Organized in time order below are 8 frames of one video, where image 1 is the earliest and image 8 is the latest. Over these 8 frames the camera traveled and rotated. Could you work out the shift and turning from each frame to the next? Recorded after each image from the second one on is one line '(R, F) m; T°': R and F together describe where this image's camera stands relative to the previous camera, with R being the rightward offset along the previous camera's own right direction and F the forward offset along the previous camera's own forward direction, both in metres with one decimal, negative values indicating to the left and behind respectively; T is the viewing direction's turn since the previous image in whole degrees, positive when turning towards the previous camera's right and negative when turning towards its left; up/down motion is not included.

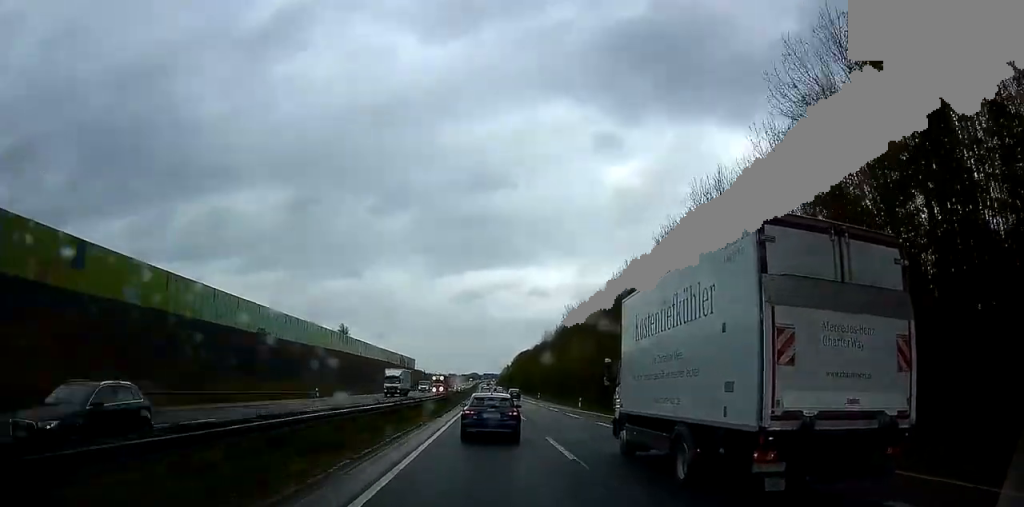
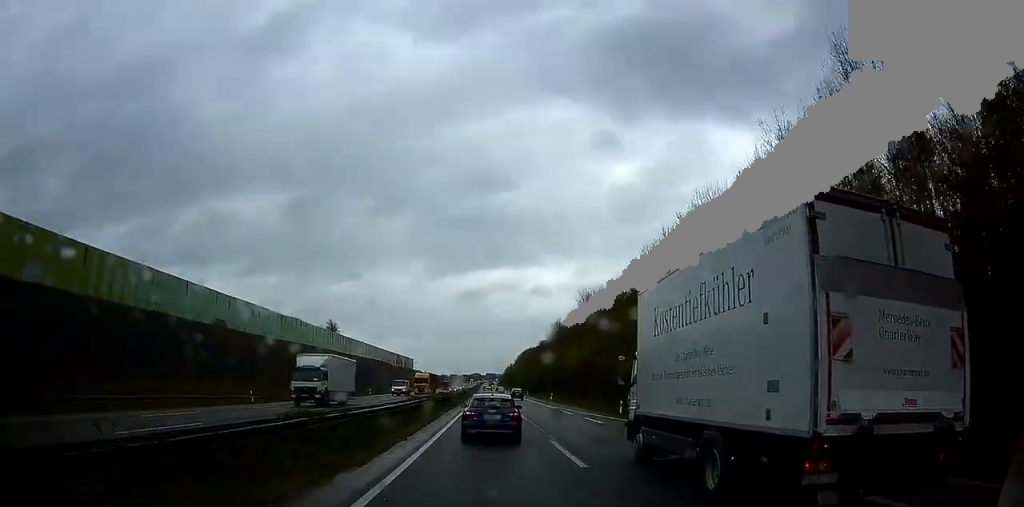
(-0.1, +19.5) m; -1°
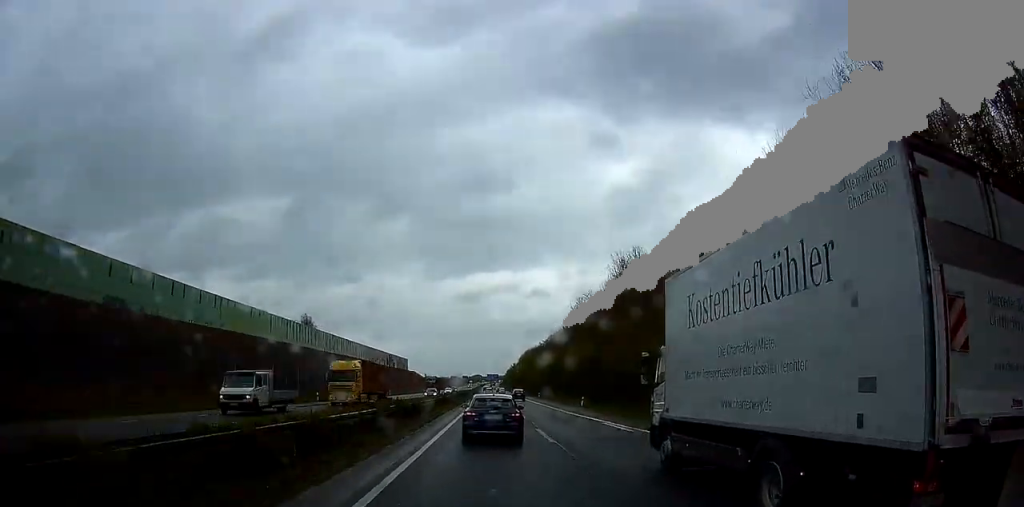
(-0.5, +30.6) m; -1°
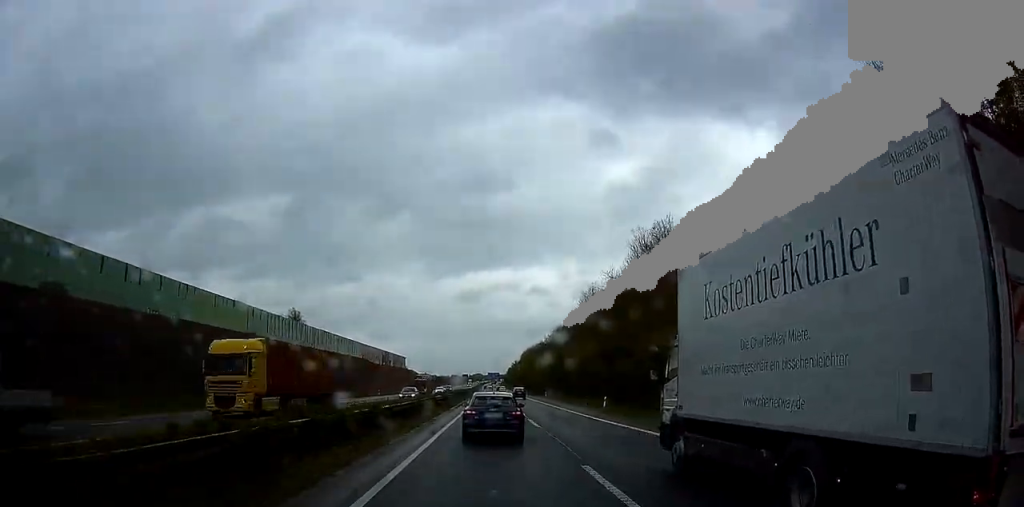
(0.0, +12.3) m; 0°
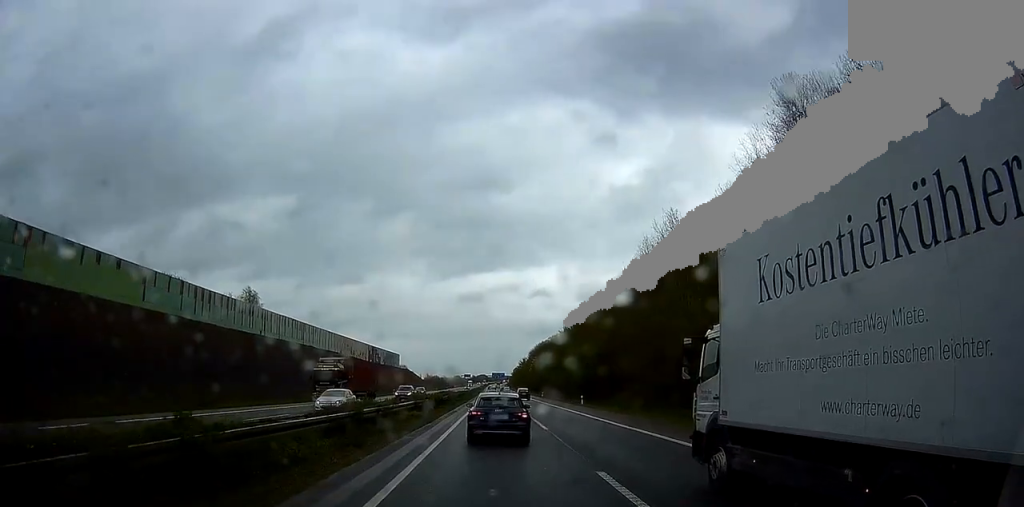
(0.0, +37.5) m; 0°
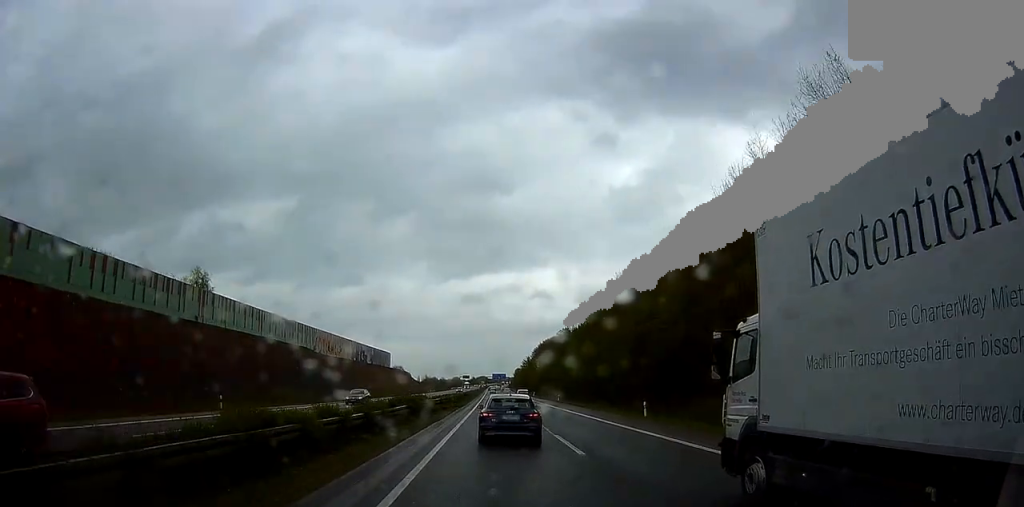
(+0.2, +27.1) m; +1°
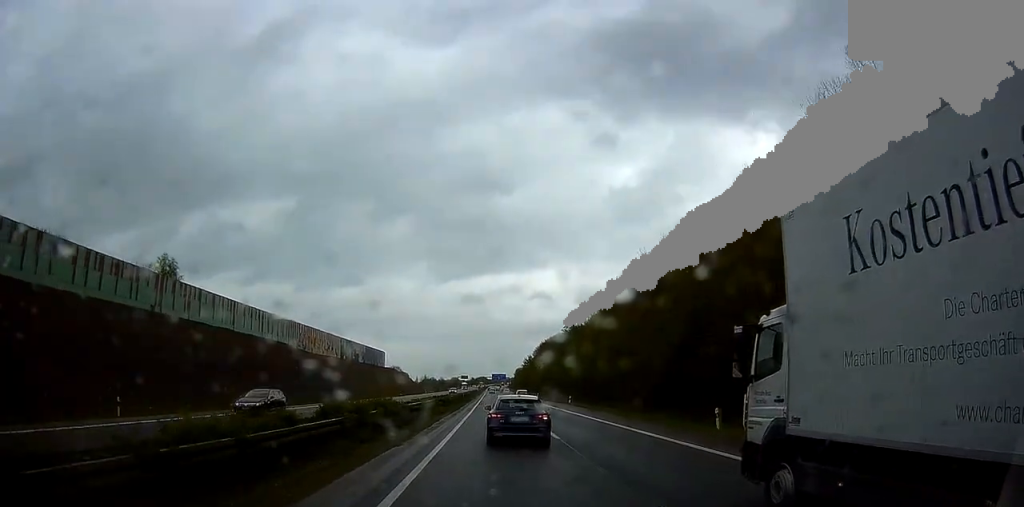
(0.0, +12.9) m; 0°
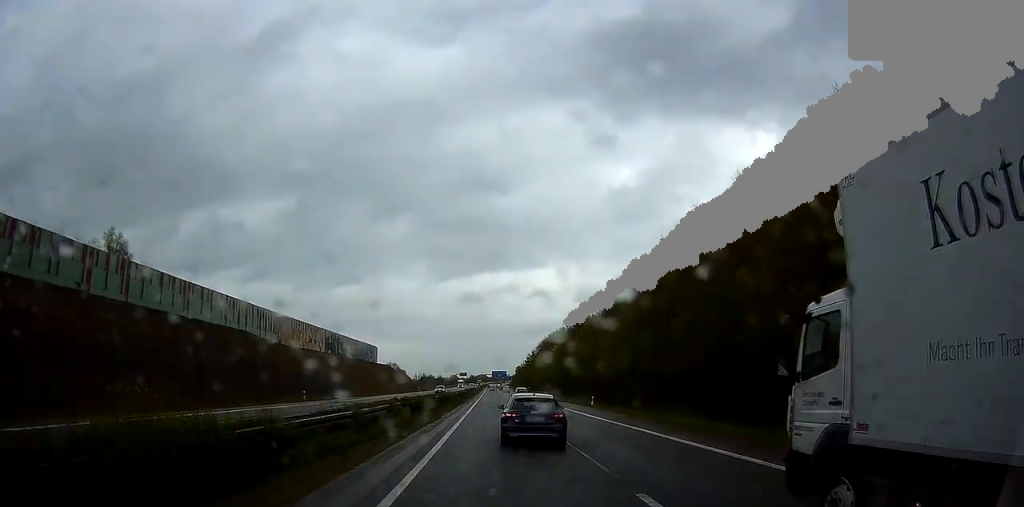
(0.0, +16.7) m; 0°
